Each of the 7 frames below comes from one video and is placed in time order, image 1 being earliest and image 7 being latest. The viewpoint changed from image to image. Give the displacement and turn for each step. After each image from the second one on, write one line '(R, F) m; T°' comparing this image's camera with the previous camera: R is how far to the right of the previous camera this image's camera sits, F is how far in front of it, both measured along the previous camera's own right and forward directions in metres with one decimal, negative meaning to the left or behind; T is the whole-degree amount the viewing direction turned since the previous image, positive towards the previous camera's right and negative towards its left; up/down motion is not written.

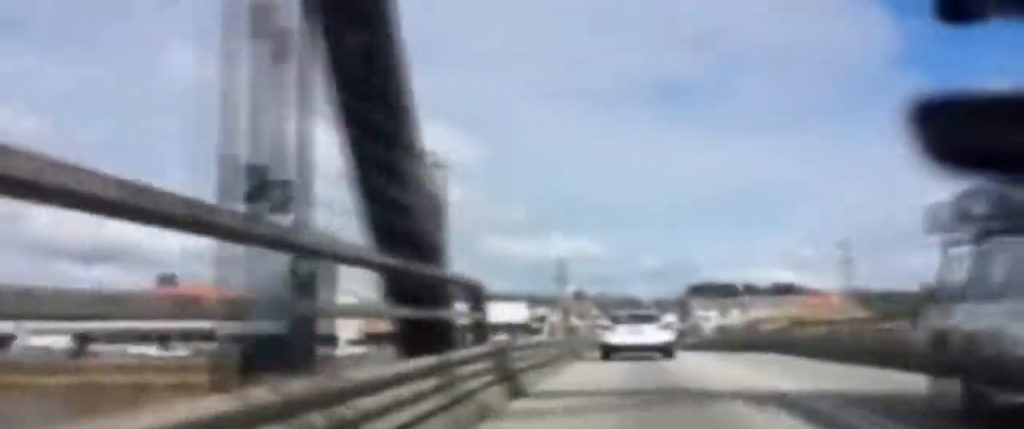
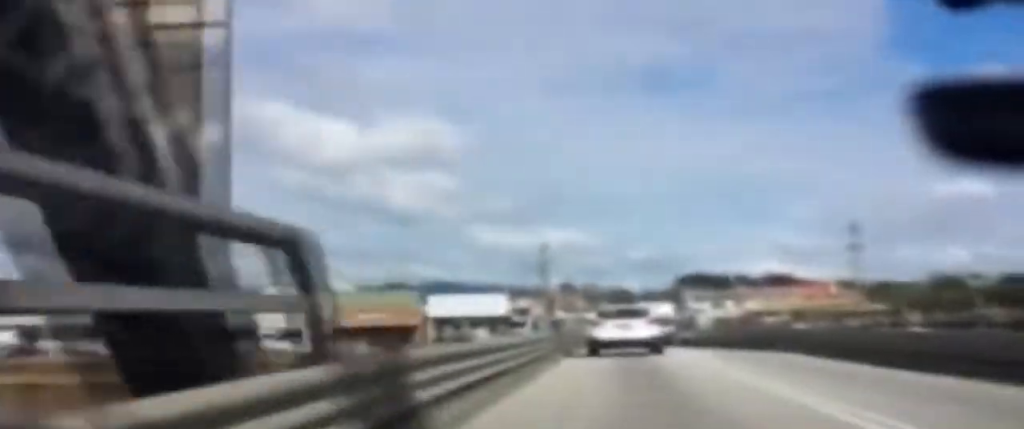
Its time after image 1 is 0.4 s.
(+0.1, +5.2) m; +1°
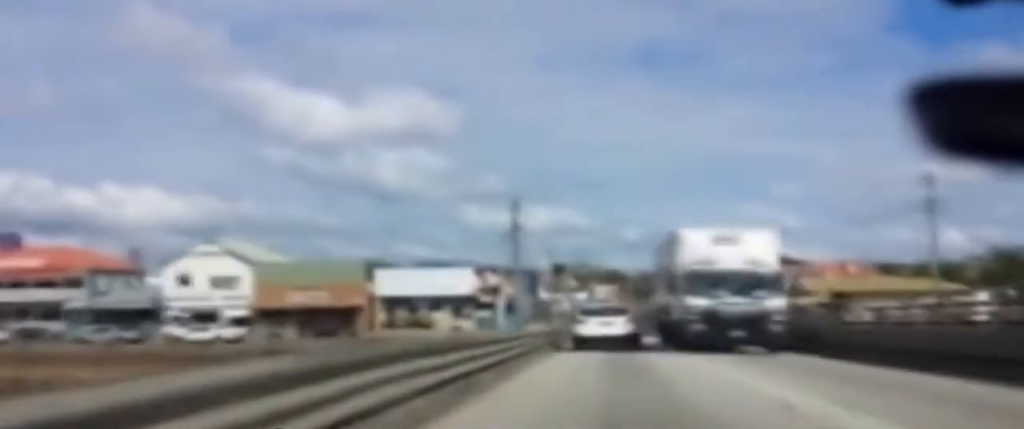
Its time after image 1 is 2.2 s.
(-0.1, +21.5) m; -3°
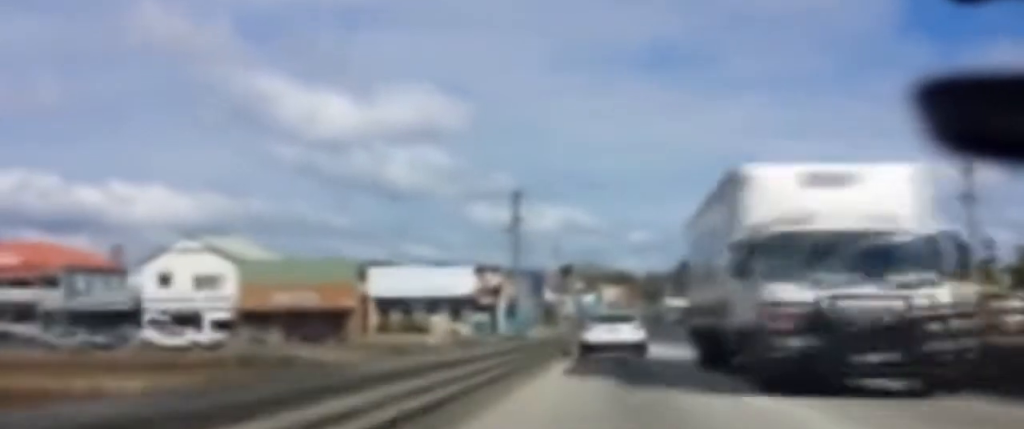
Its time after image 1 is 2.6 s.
(-0.1, +5.3) m; -2°
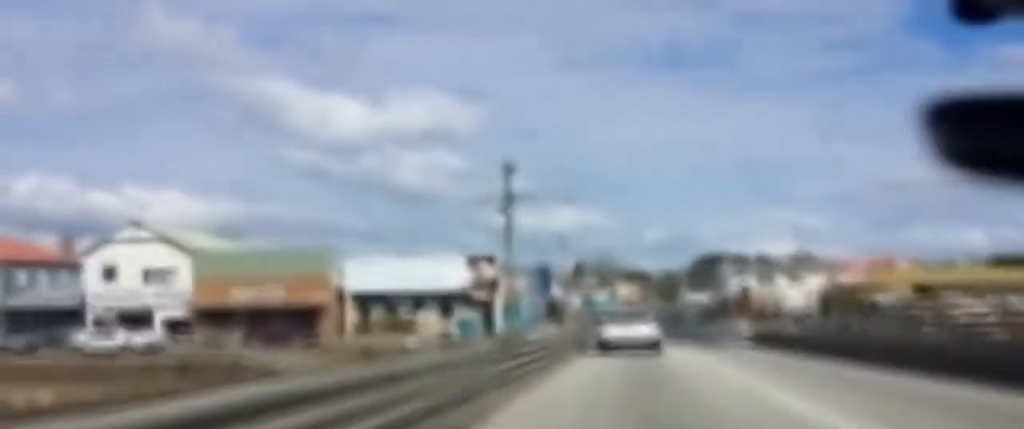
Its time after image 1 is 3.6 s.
(-0.3, +11.8) m; -1°
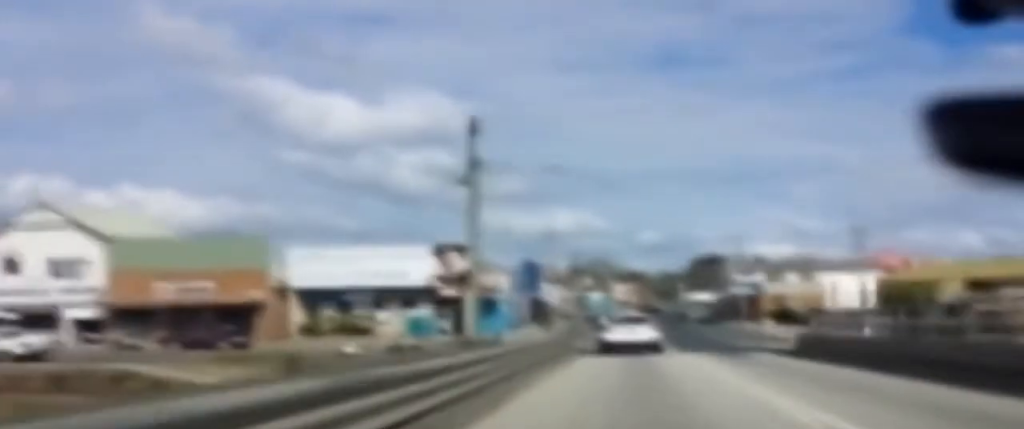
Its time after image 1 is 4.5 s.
(+0.1, +11.2) m; +2°
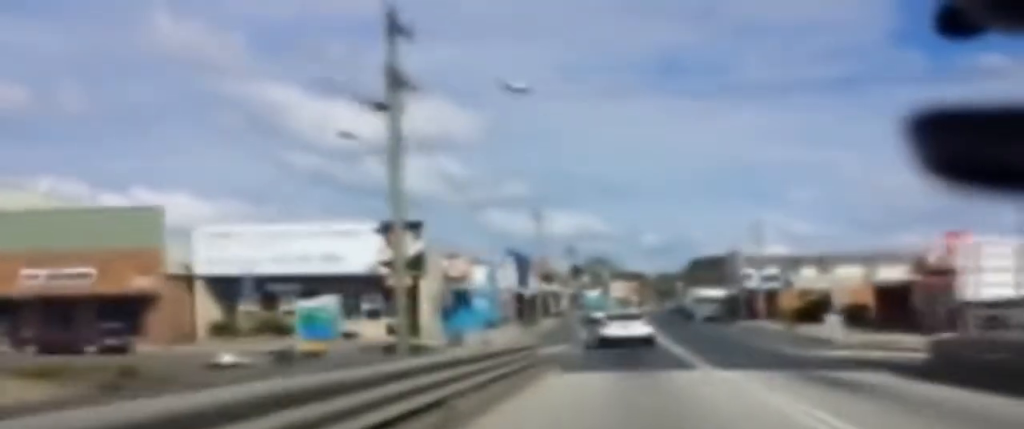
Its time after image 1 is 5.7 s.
(+0.4, +14.7) m; +2°
